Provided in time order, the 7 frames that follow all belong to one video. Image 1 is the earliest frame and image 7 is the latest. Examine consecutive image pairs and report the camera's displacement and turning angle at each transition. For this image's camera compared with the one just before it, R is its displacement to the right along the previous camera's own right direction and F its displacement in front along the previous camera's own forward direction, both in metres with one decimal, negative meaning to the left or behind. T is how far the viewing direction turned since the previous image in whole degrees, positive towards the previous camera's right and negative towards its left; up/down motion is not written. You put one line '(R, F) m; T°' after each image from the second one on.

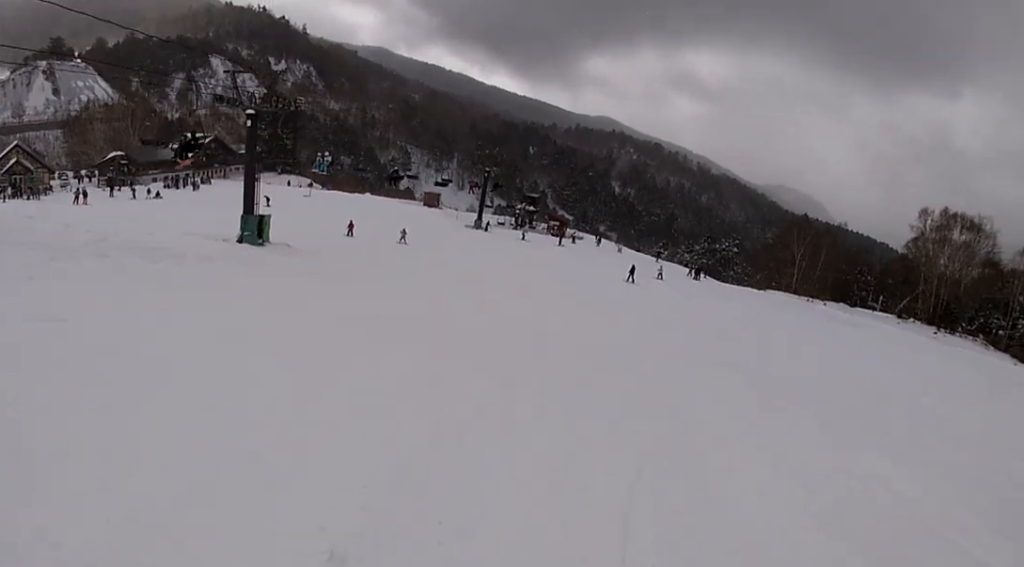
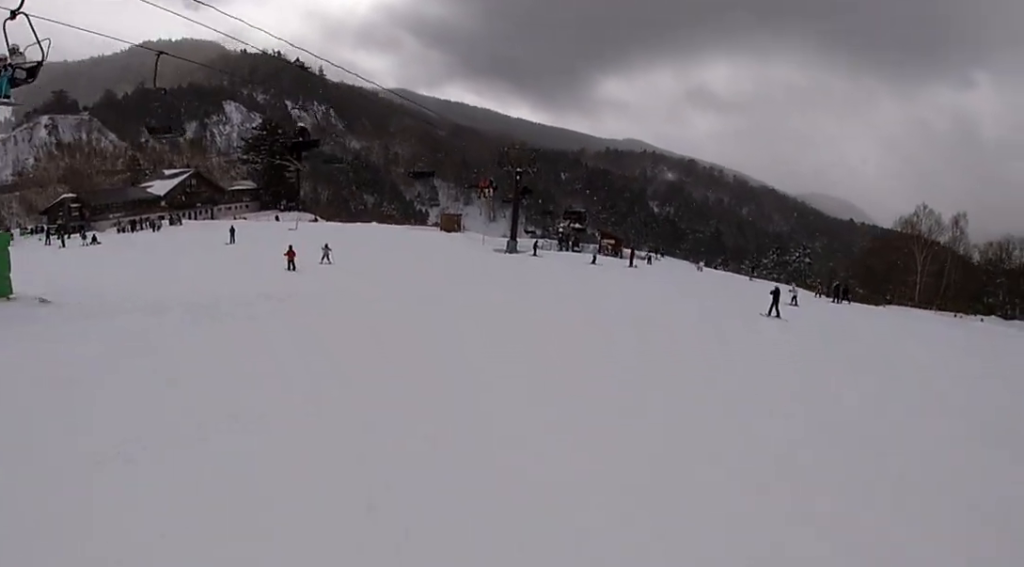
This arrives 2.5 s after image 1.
(0.0, +20.7) m; +4°
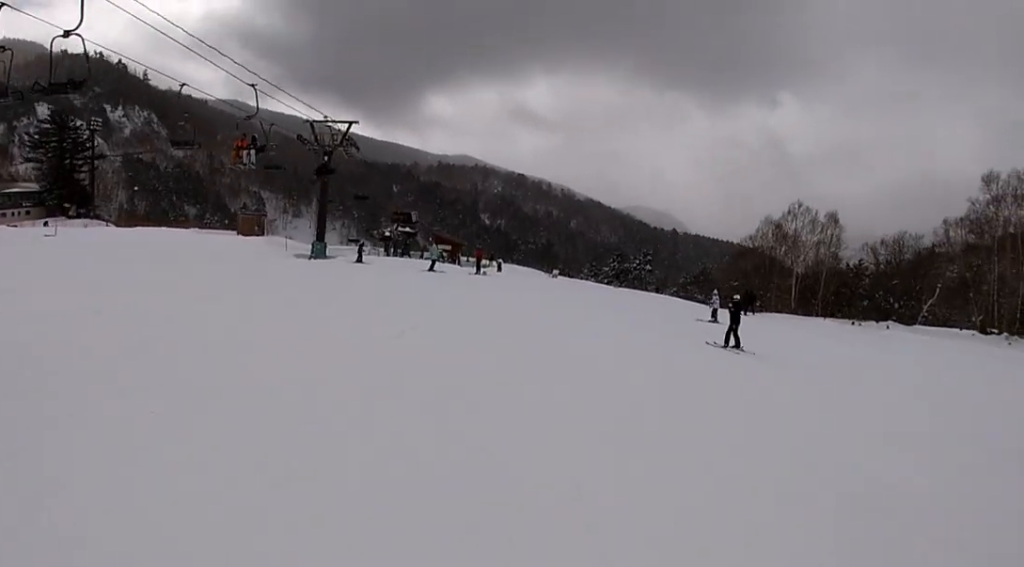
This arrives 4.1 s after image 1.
(+1.7, +13.2) m; +14°
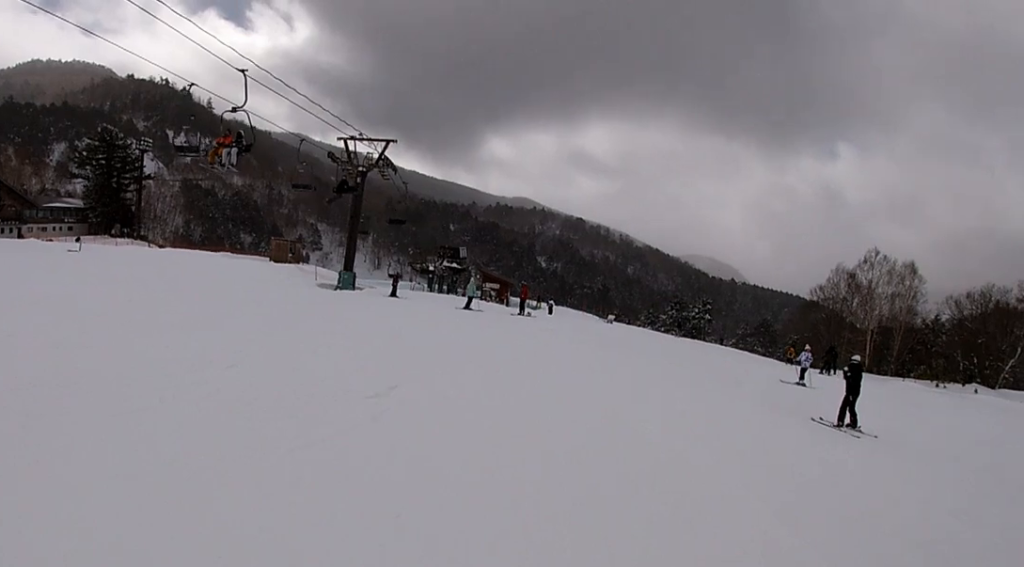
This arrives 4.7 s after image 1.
(+0.2, +4.4) m; +2°
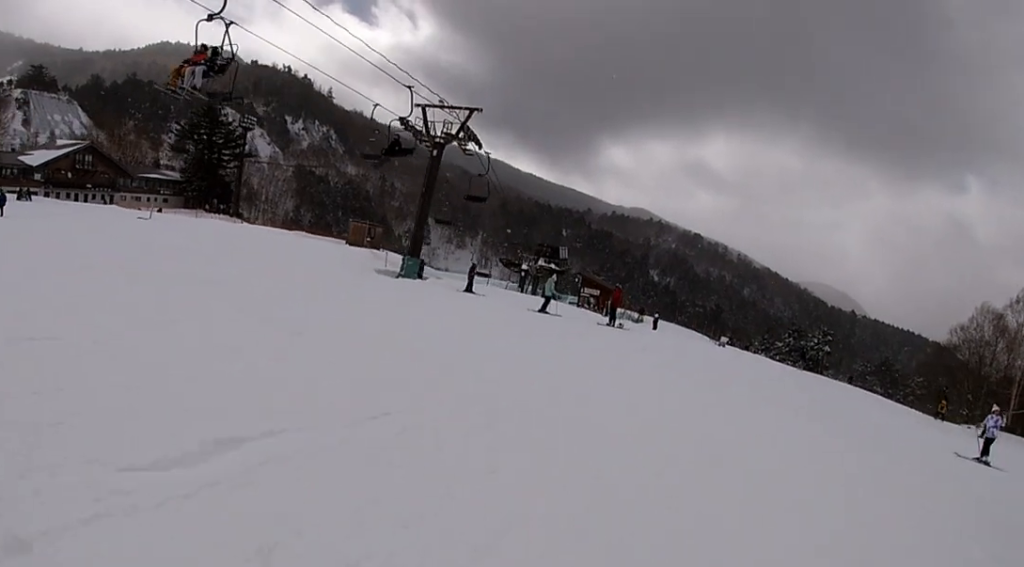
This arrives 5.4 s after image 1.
(+0.1, +5.4) m; -1°
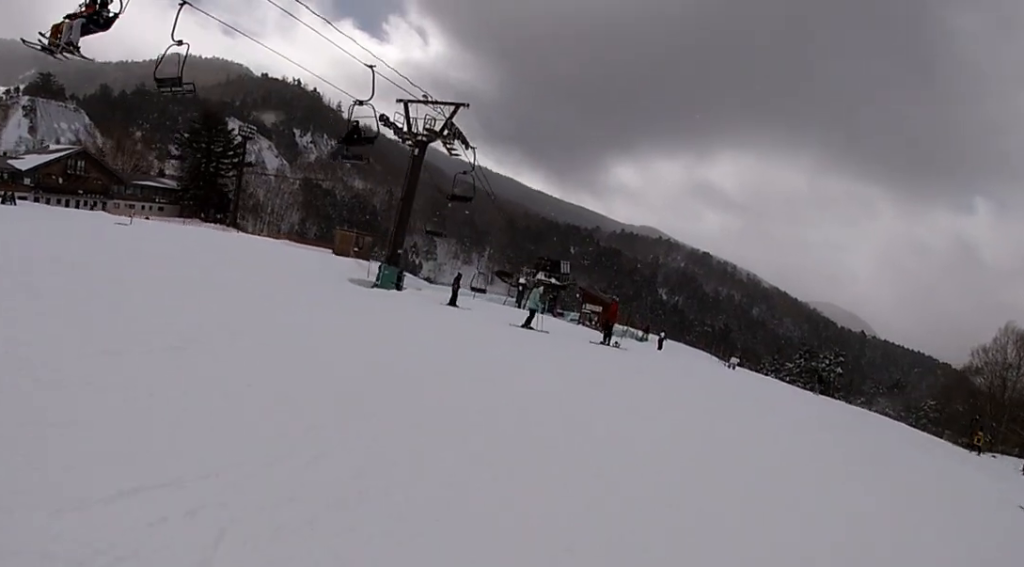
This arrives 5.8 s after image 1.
(+0.1, +3.1) m; -1°
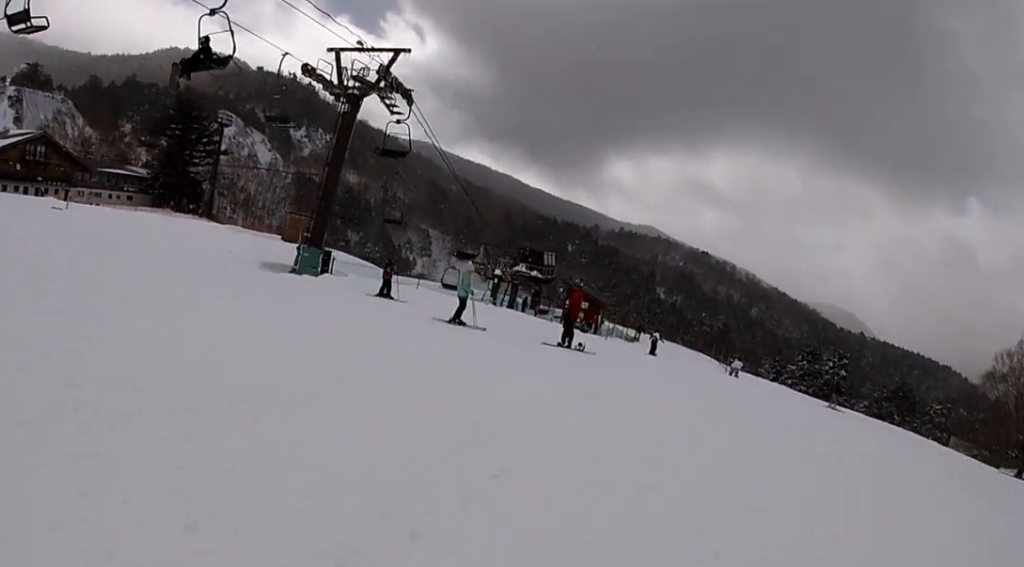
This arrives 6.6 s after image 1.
(-0.3, +5.7) m; -5°
